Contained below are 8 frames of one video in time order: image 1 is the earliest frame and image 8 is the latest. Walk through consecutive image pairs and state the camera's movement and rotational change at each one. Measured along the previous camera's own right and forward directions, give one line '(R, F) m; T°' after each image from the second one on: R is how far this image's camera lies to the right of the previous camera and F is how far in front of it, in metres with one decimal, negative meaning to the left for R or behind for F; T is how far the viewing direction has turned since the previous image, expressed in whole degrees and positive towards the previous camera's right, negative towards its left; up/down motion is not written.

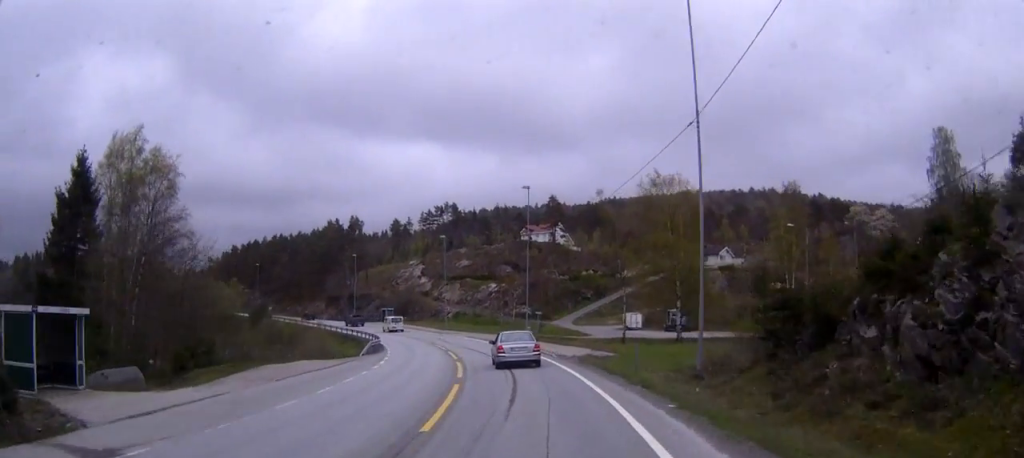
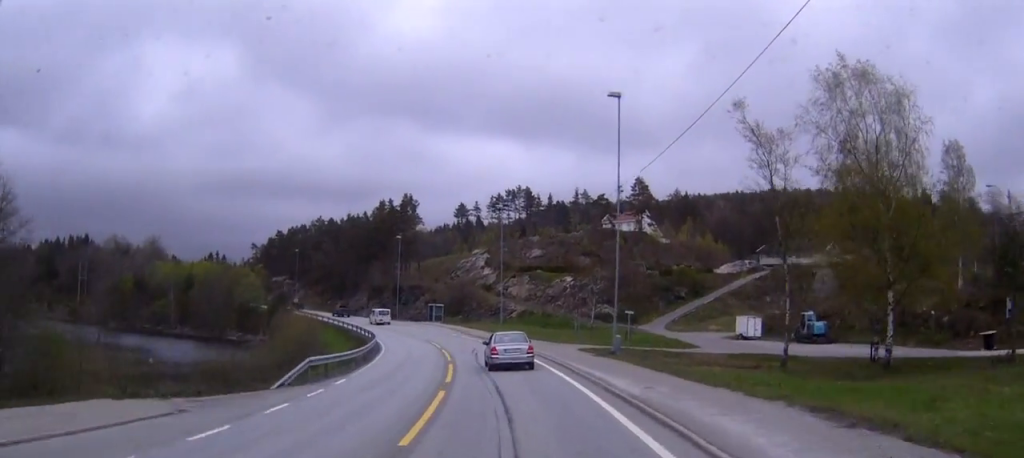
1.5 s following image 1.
(-1.4, +24.9) m; -10°
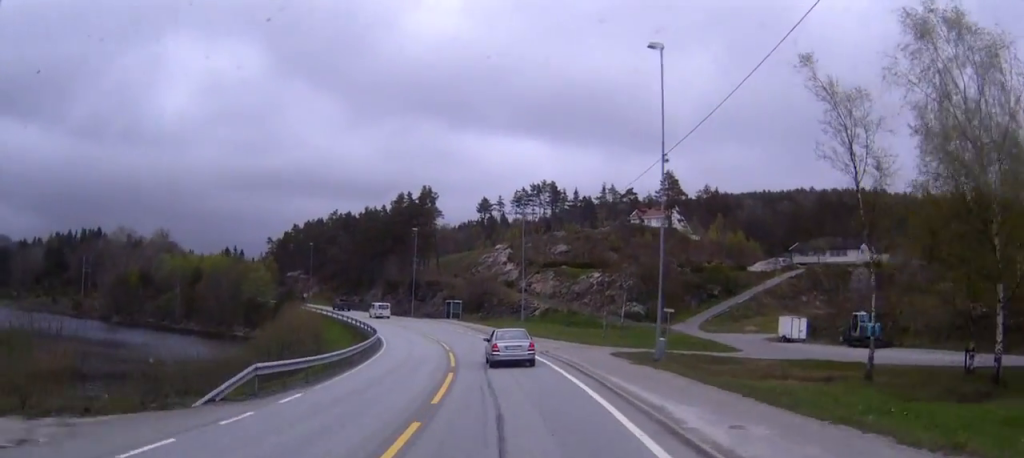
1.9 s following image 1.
(-0.2, +6.9) m; -3°
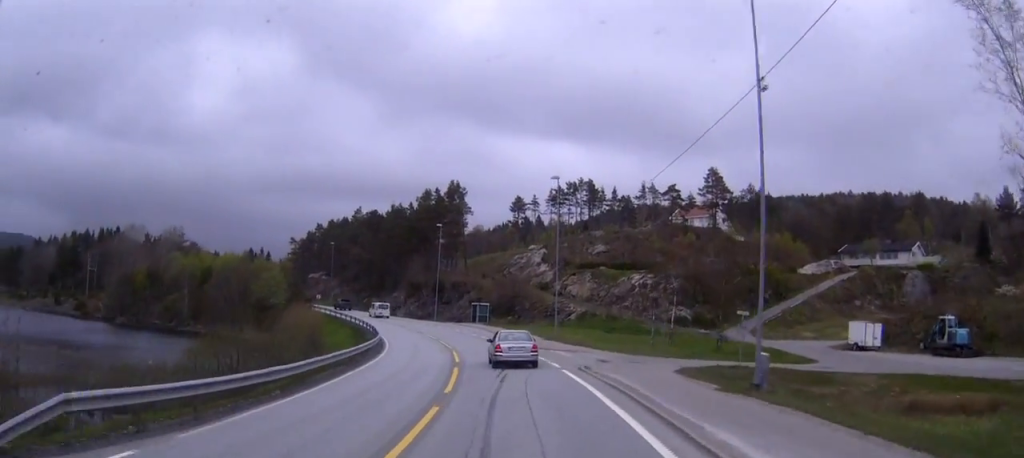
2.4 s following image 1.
(-0.3, +9.6) m; -2°
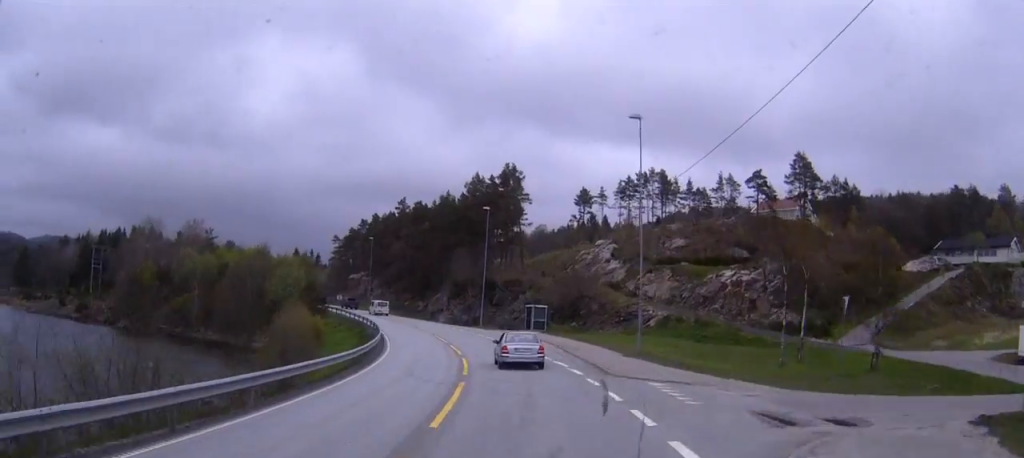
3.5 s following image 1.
(-0.7, +18.2) m; -4°
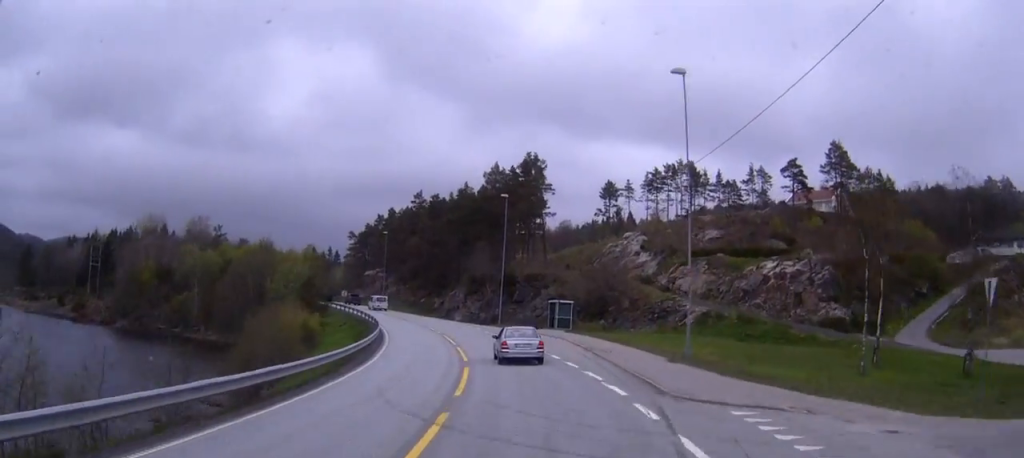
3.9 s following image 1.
(-0.1, +7.4) m; -2°
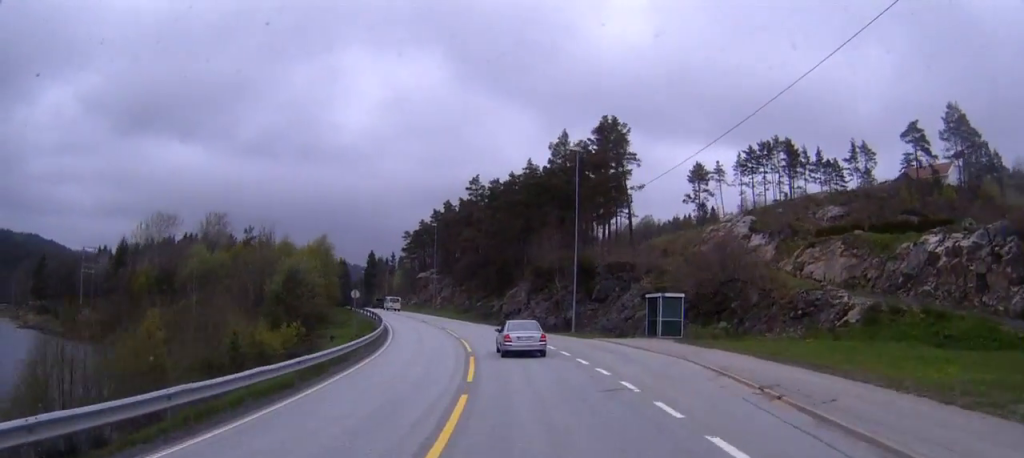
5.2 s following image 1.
(-1.0, +21.6) m; -5°
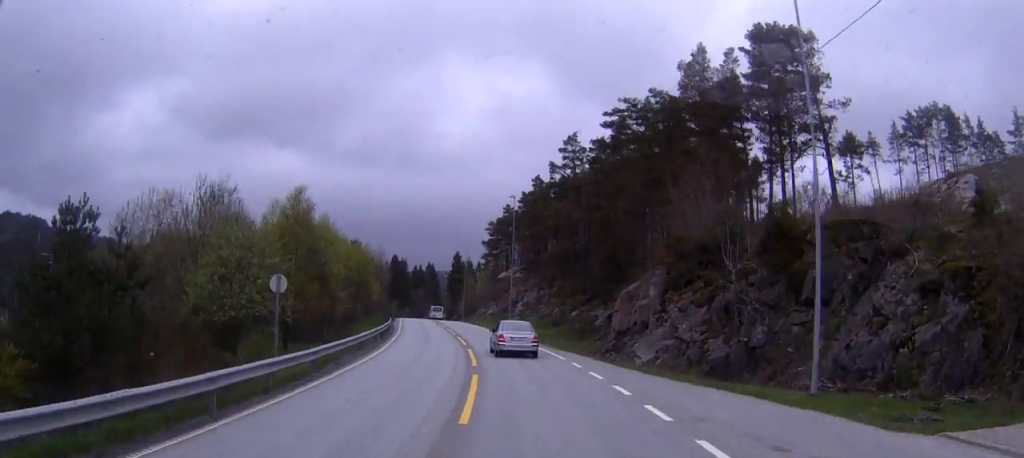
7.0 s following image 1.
(-1.4, +30.1) m; -6°
